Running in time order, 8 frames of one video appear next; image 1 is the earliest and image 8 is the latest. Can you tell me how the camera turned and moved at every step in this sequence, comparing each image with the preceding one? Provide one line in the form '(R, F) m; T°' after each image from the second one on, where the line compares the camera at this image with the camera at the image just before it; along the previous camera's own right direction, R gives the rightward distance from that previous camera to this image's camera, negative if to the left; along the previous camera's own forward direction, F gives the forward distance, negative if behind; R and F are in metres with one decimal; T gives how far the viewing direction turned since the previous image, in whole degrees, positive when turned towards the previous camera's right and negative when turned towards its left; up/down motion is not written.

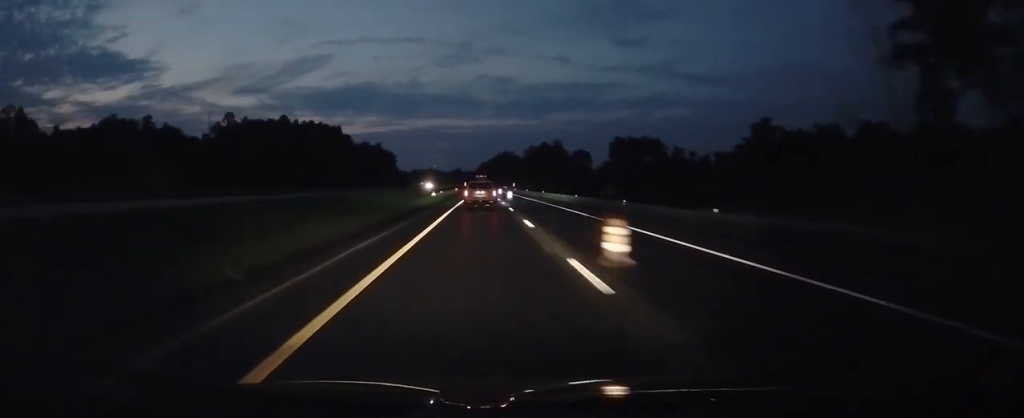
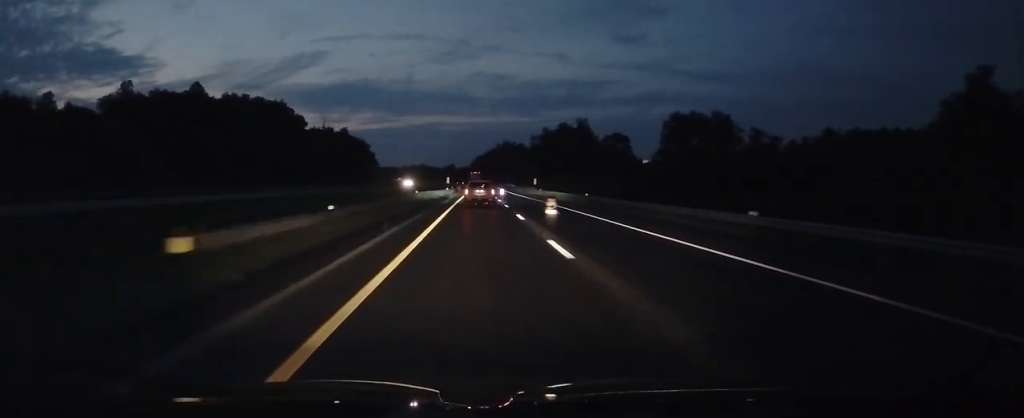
(+0.2, +73.5) m; 0°
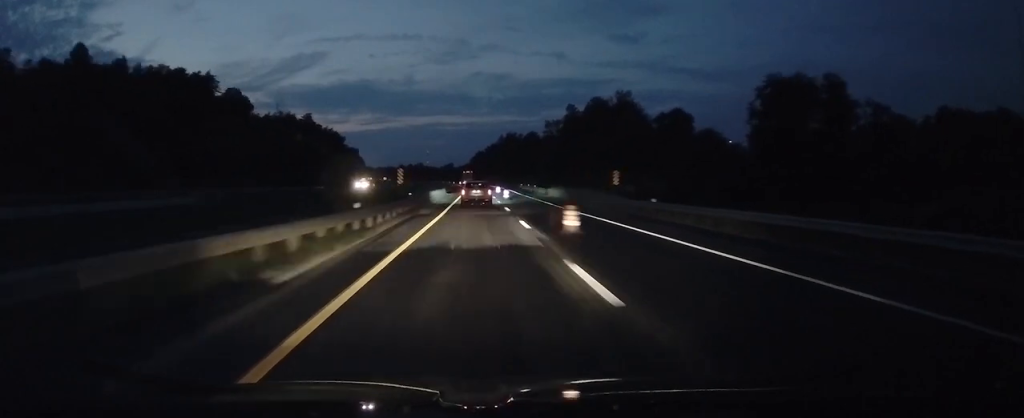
(-0.2, +61.8) m; -1°
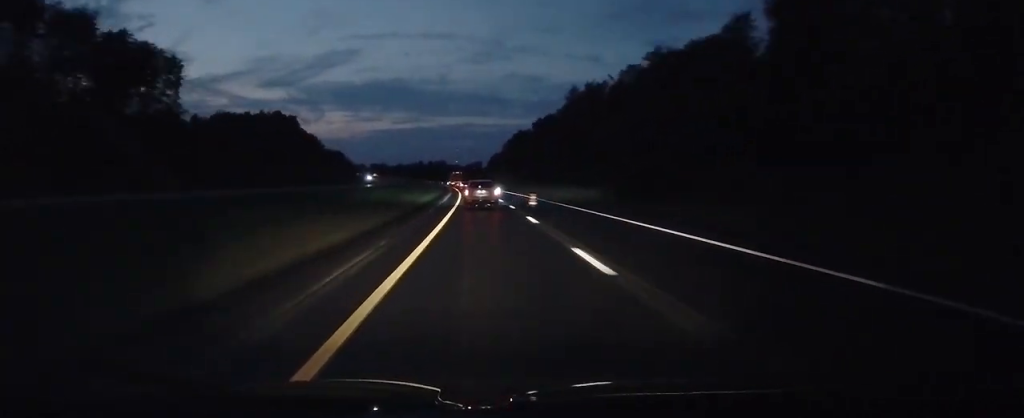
(-3.2, +165.2) m; -3°
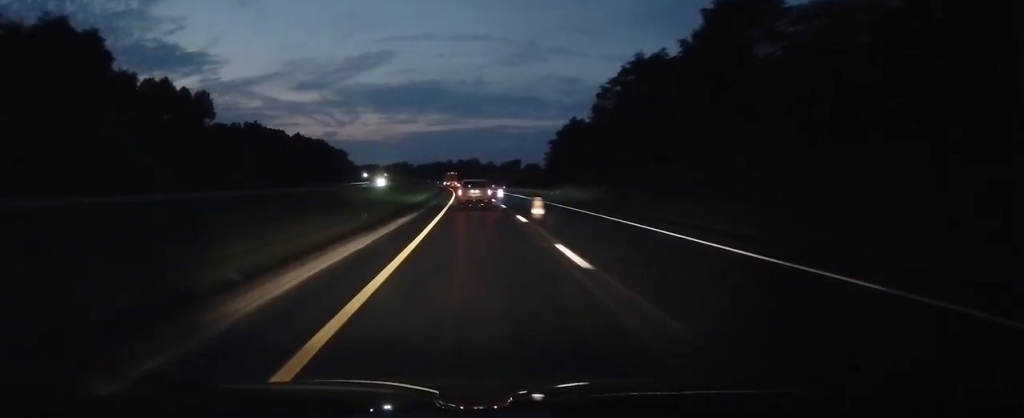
(-3.4, +106.9) m; -4°
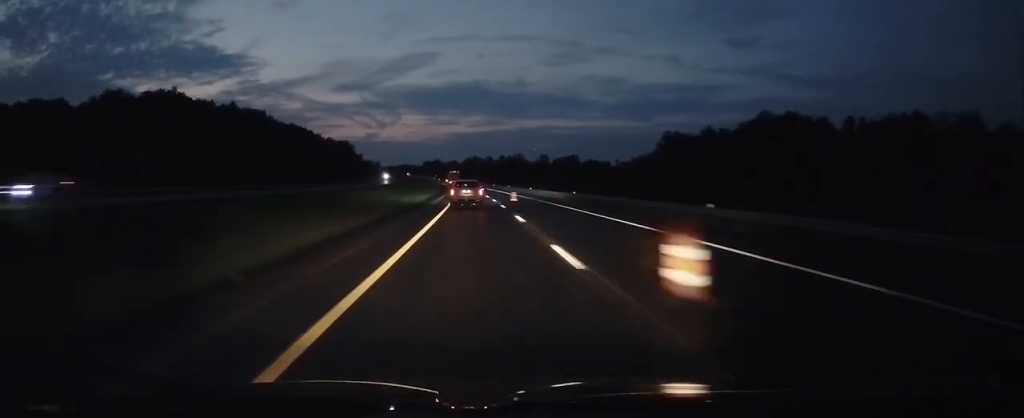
(-4.0, +118.3) m; -4°
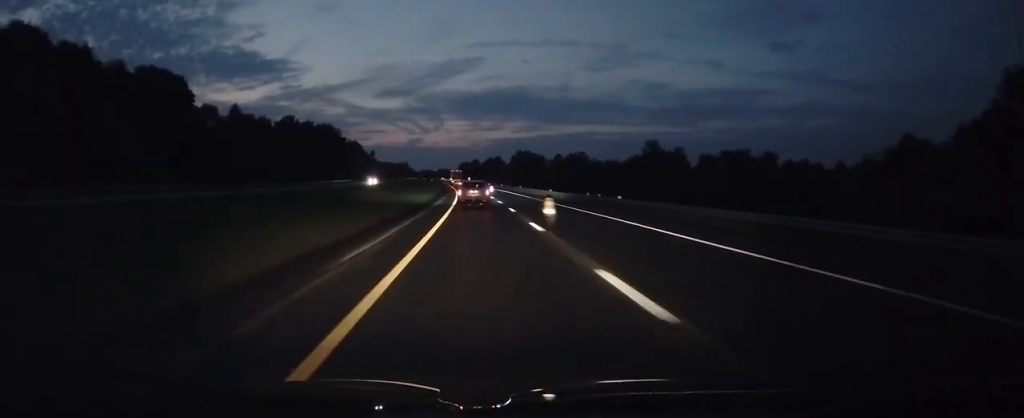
(-5.9, +142.3) m; -4°
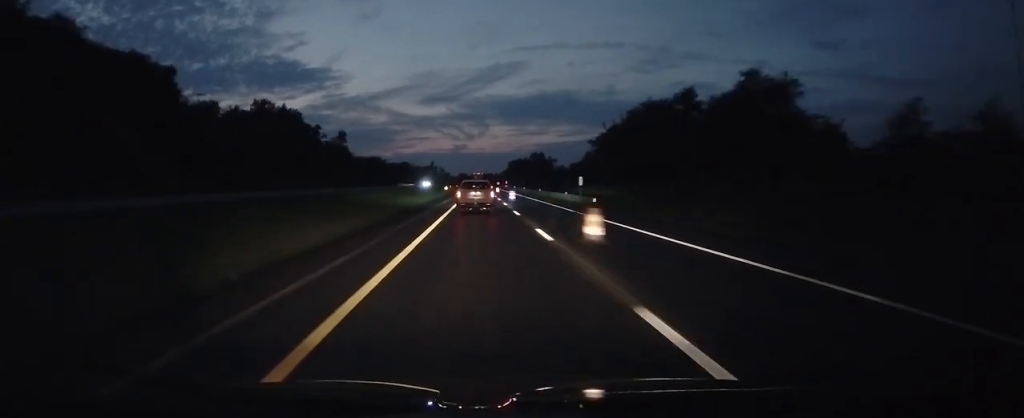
(-9.0, +256.3) m; -3°
